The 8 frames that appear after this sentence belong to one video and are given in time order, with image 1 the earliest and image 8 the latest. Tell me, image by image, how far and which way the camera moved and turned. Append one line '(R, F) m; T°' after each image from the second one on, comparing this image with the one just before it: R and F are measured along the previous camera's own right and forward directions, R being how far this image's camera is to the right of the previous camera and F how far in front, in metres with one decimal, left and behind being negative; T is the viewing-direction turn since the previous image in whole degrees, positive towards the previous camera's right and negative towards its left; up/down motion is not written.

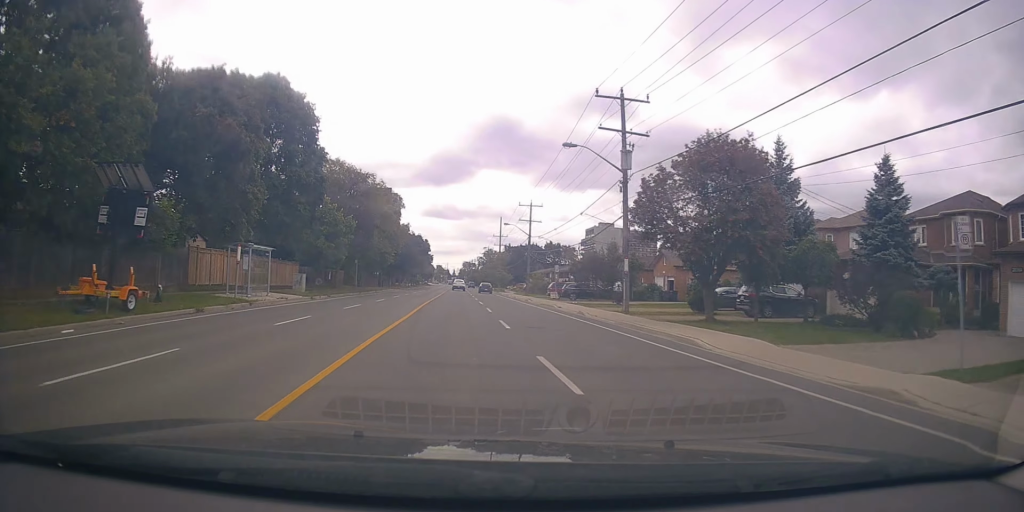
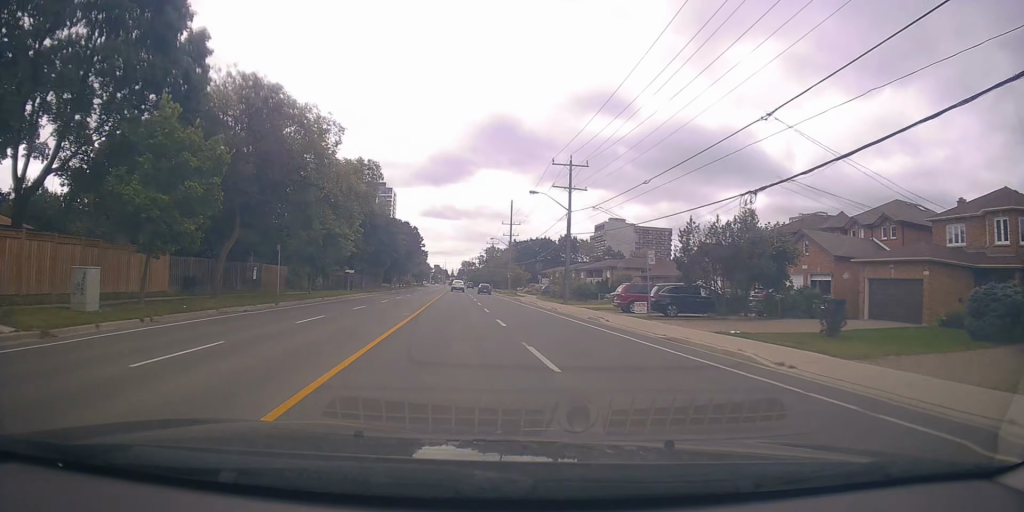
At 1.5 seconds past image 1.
(0.0, +25.2) m; +1°
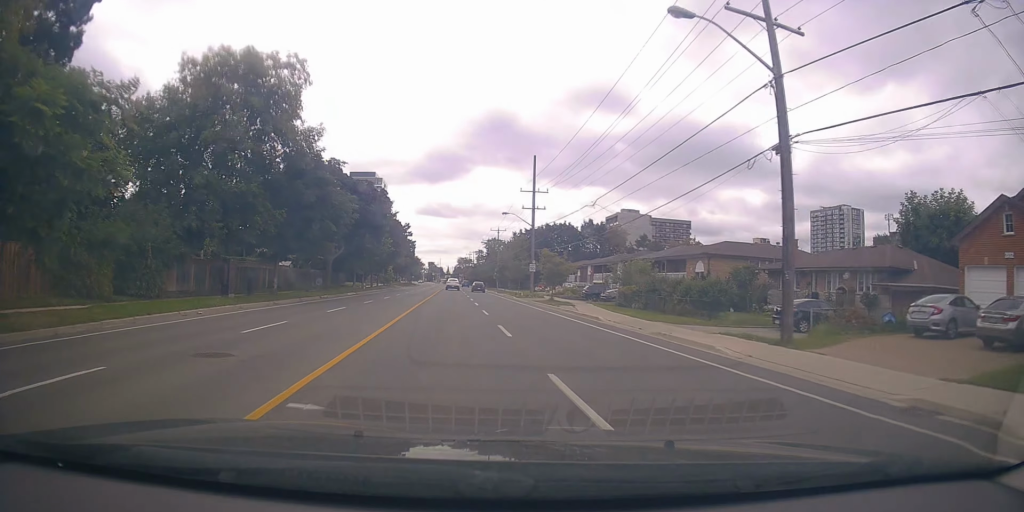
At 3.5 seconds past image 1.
(+0.7, +31.1) m; +1°
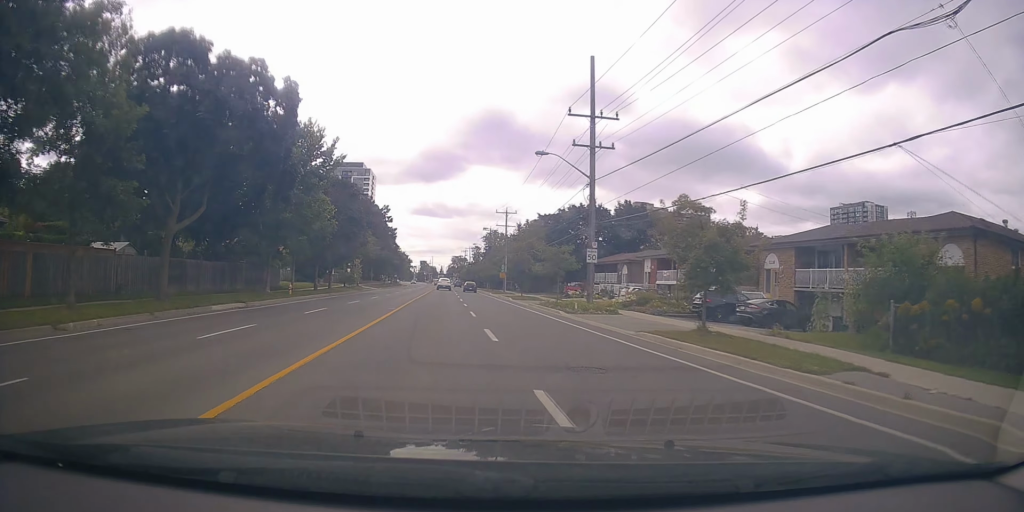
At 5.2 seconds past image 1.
(-0.8, +27.7) m; -1°
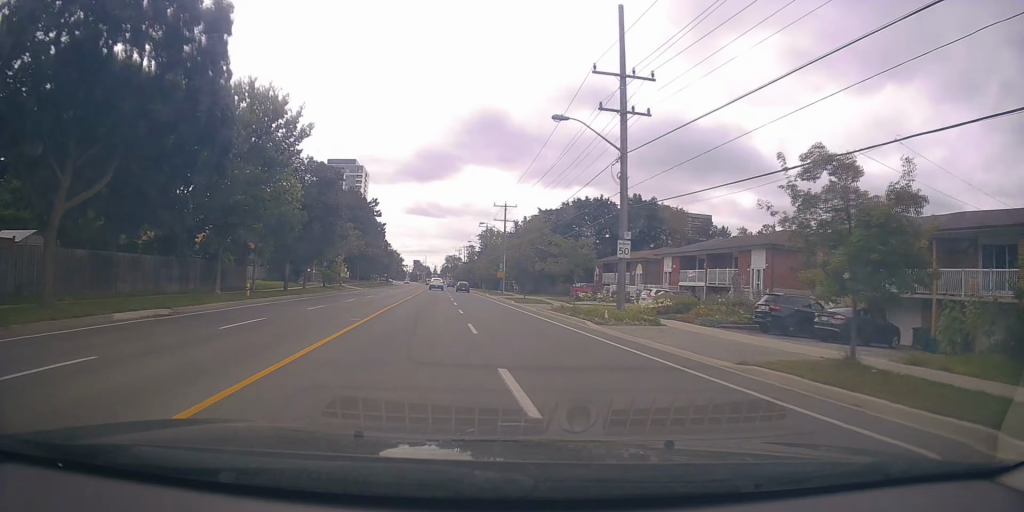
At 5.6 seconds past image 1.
(+0.4, +7.1) m; +1°
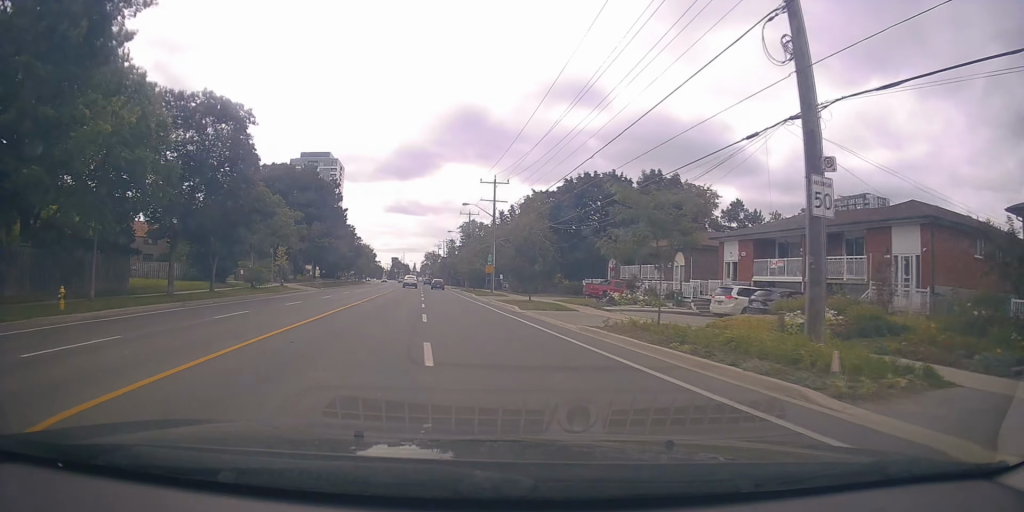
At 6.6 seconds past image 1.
(+0.3, +15.4) m; +2°
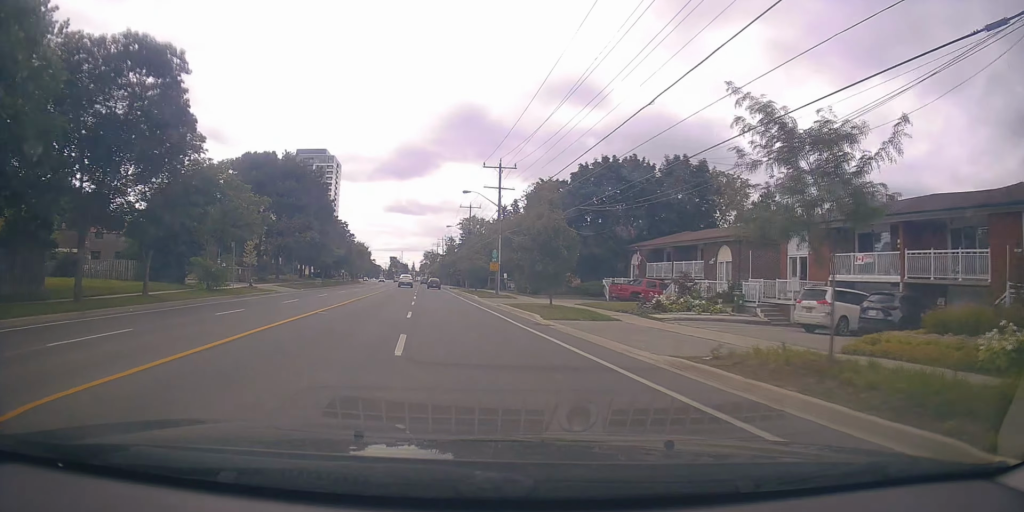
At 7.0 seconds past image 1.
(-0.4, +7.7) m; +1°
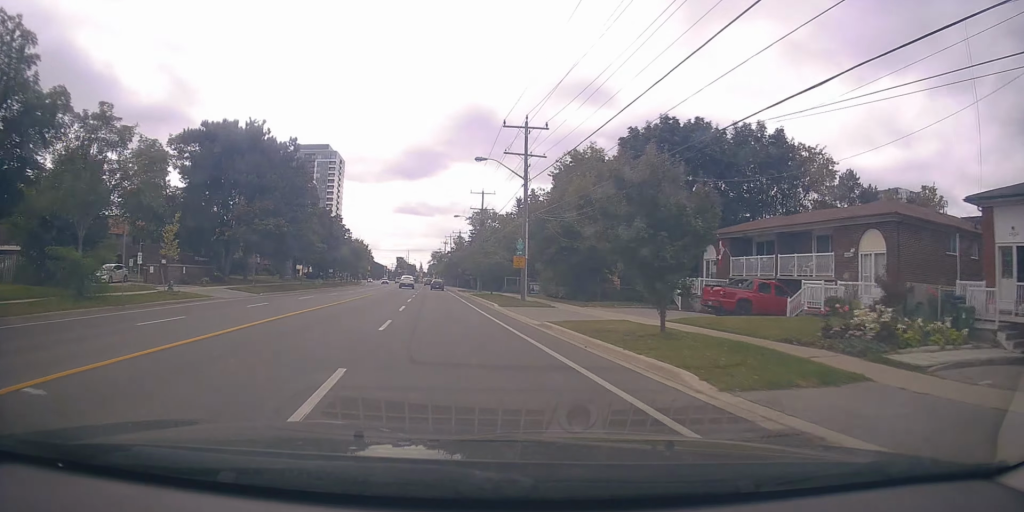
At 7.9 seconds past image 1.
(+0.9, +13.8) m; -1°
